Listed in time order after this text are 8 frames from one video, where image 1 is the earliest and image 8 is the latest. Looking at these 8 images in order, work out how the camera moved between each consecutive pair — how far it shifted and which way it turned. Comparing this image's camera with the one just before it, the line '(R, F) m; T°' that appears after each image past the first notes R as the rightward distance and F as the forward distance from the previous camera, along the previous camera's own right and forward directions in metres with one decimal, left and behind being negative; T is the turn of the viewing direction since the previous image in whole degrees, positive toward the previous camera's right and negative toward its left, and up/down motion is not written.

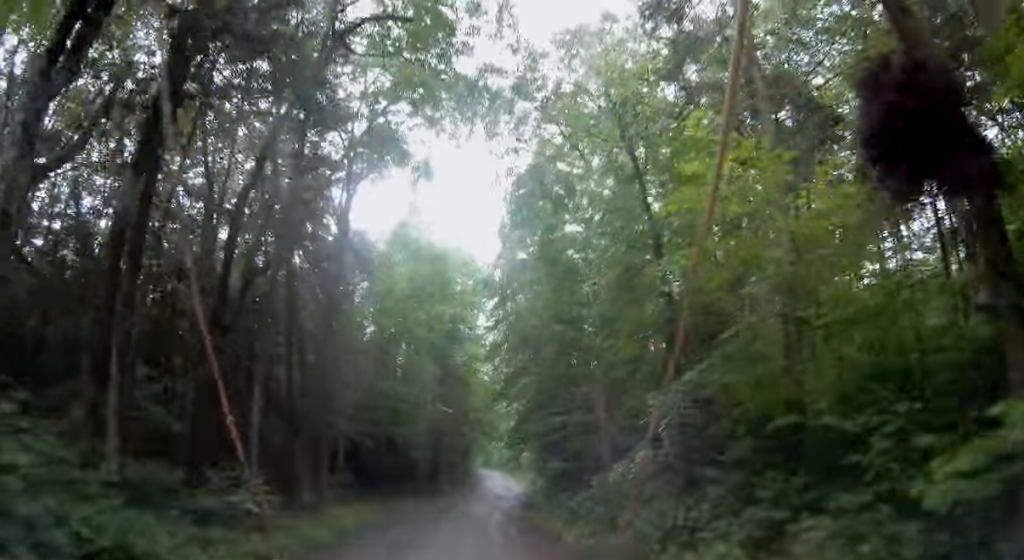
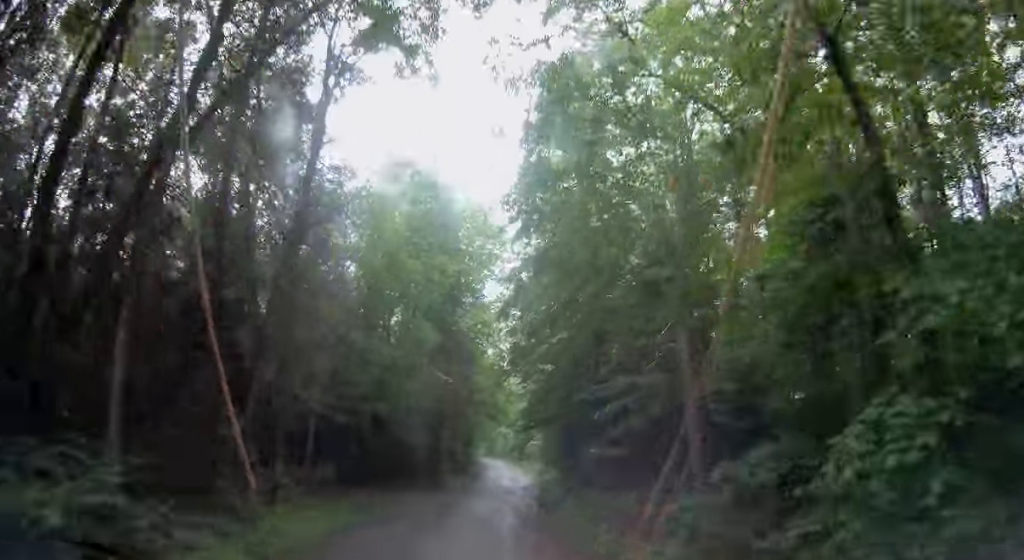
(+0.1, +5.5) m; +2°
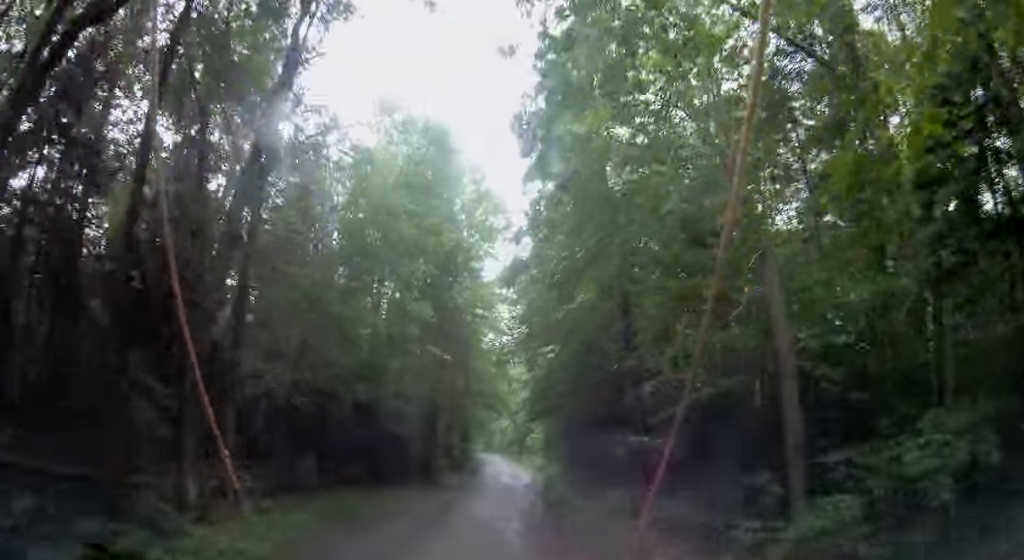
(0.0, +3.1) m; +2°
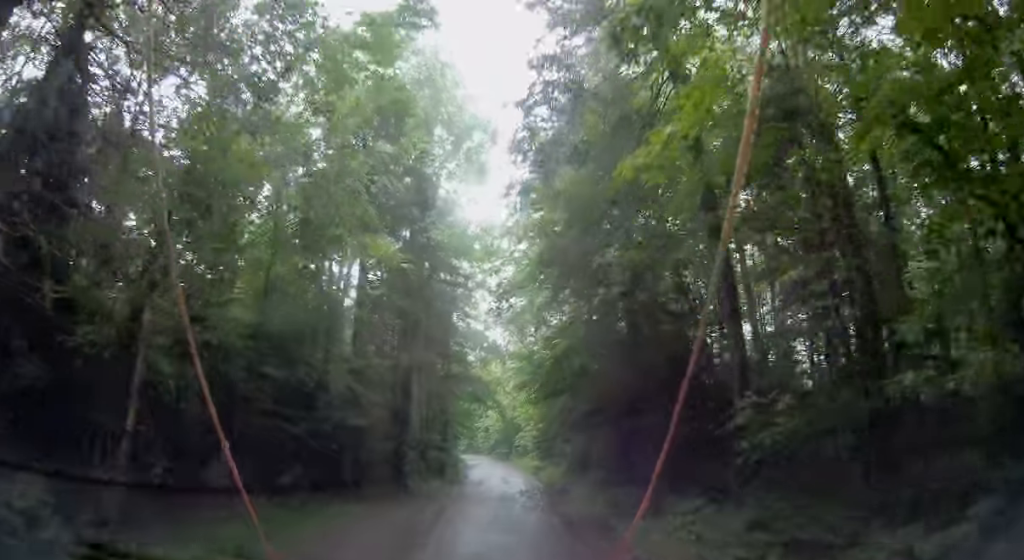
(+0.2, +6.9) m; +4°
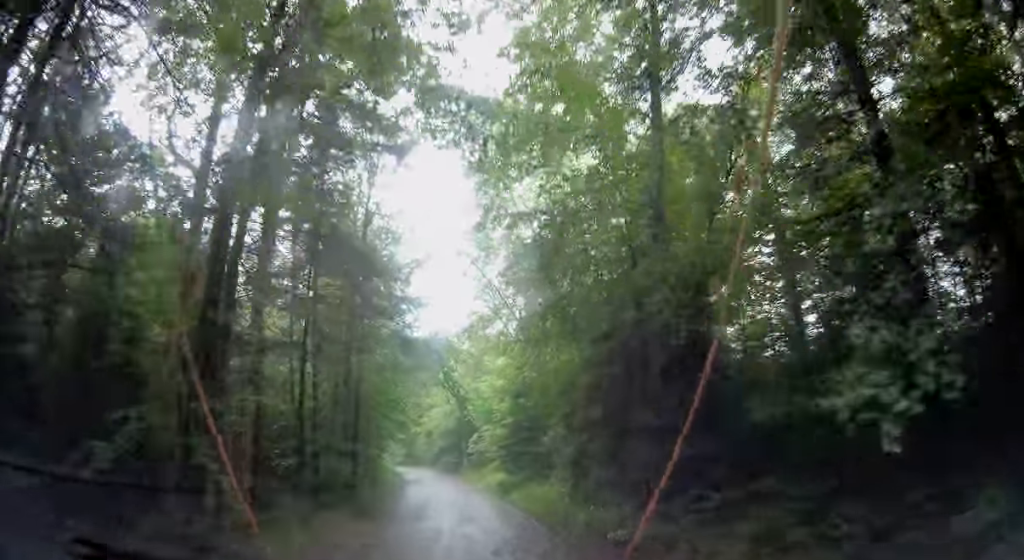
(+0.5, +15.4) m; +1°
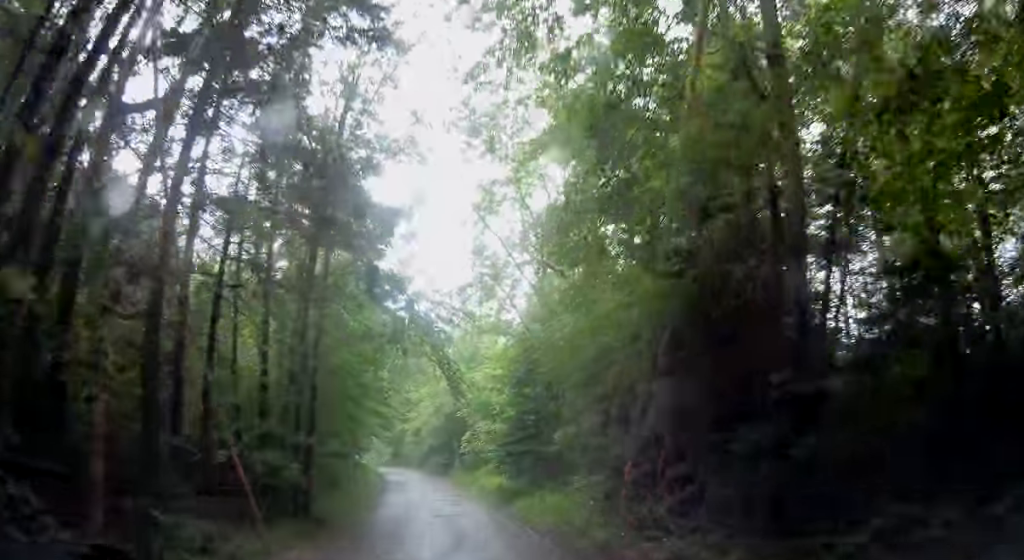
(-0.1, +5.6) m; 0°
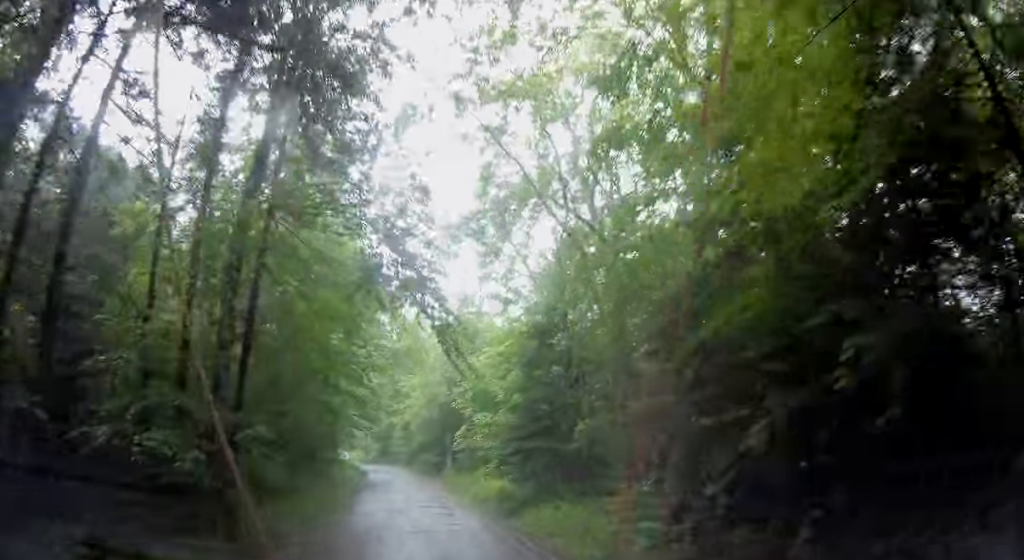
(-0.2, +5.4) m; +1°
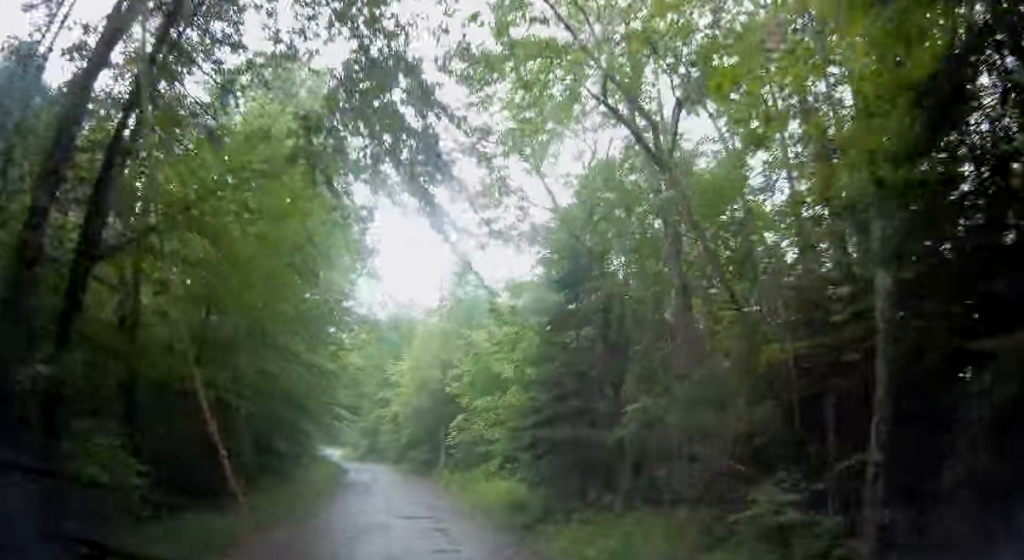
(+0.3, +5.8) m; +4°
